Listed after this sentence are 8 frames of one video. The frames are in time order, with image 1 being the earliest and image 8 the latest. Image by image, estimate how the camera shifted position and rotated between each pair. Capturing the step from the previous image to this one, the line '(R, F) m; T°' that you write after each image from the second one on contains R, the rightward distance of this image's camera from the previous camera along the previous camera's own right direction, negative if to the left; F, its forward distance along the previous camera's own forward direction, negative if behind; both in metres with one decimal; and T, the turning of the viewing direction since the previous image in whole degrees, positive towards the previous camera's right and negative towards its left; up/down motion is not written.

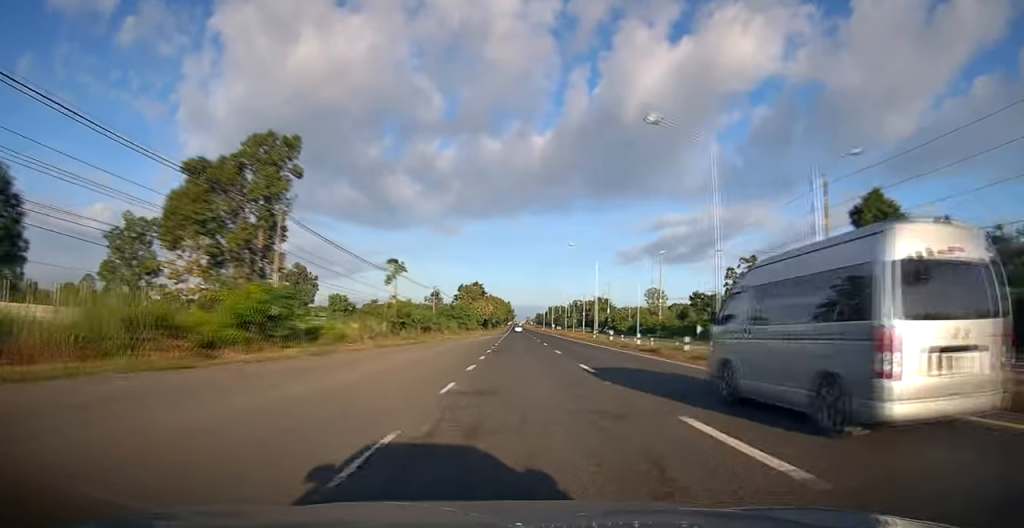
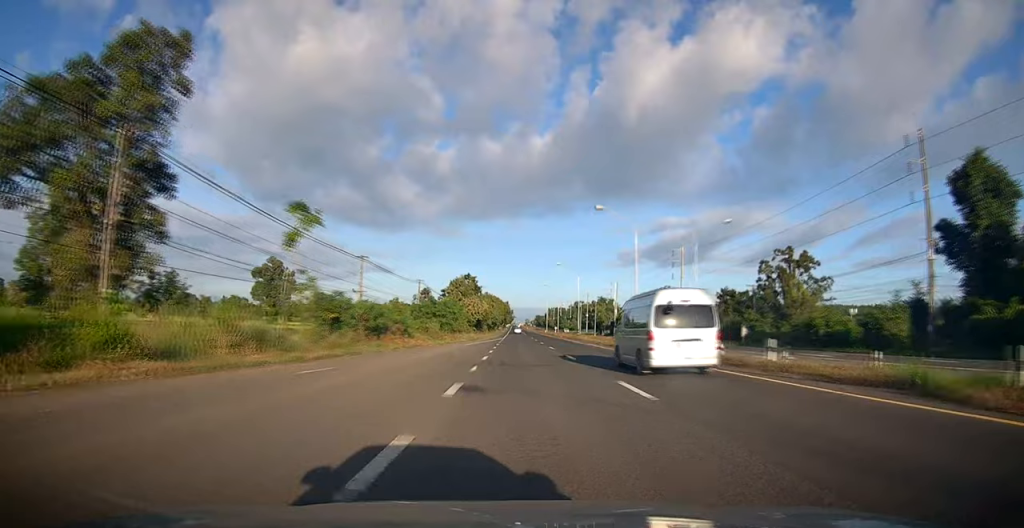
(+0.2, +18.3) m; 0°
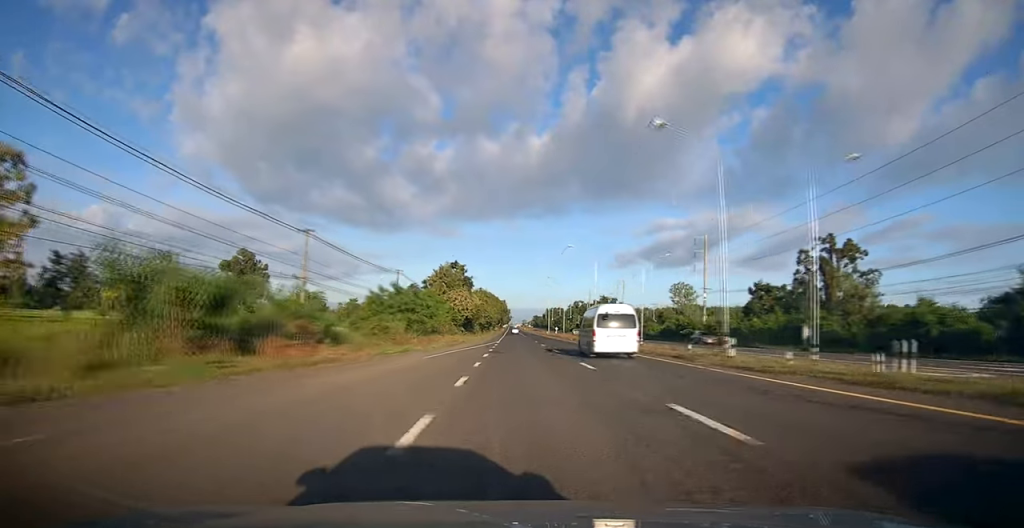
(-0.1, +16.7) m; -1°
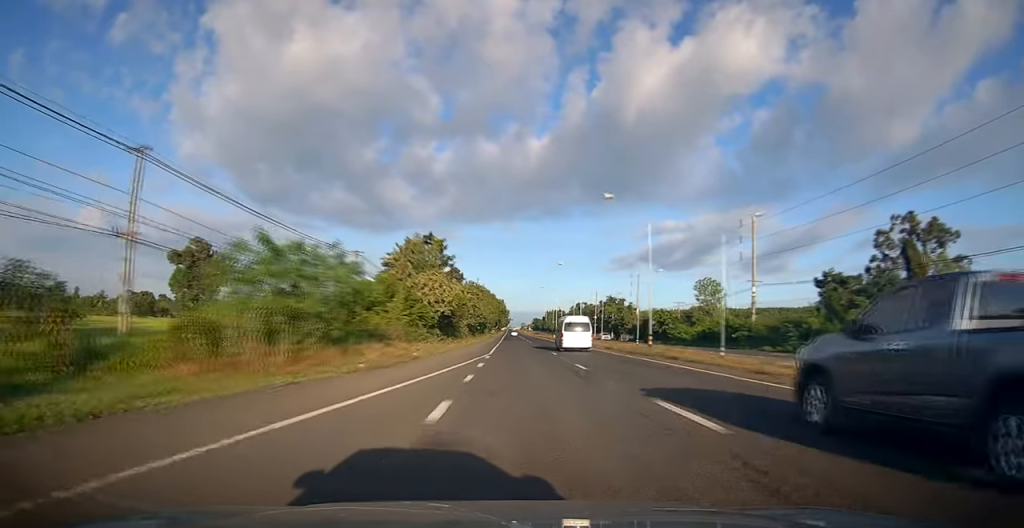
(-0.1, +22.8) m; 0°
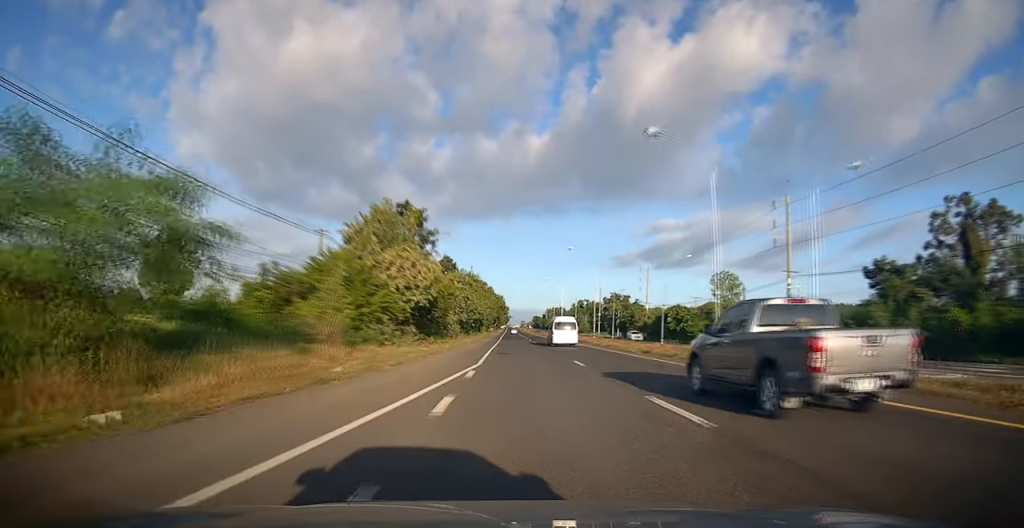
(0.0, +12.0) m; 0°
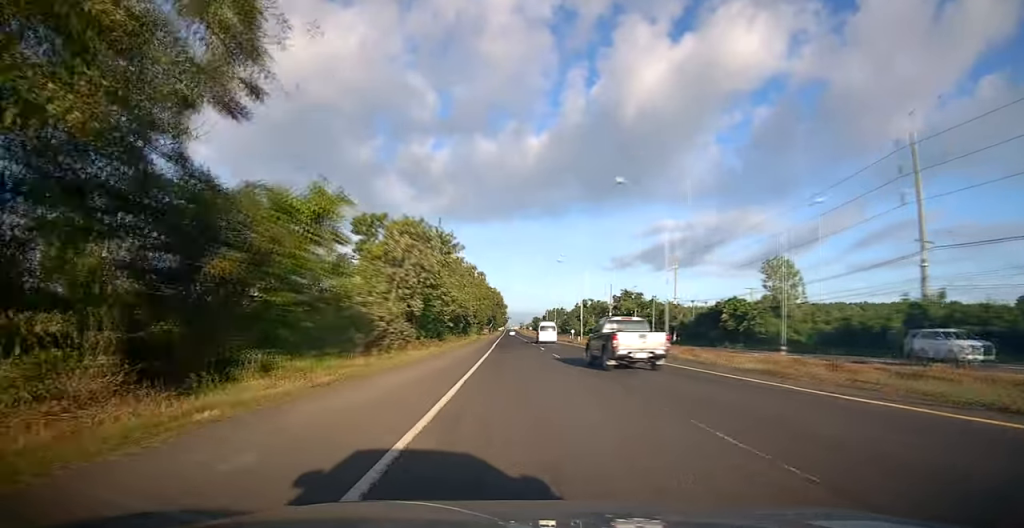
(-0.2, +27.4) m; 0°
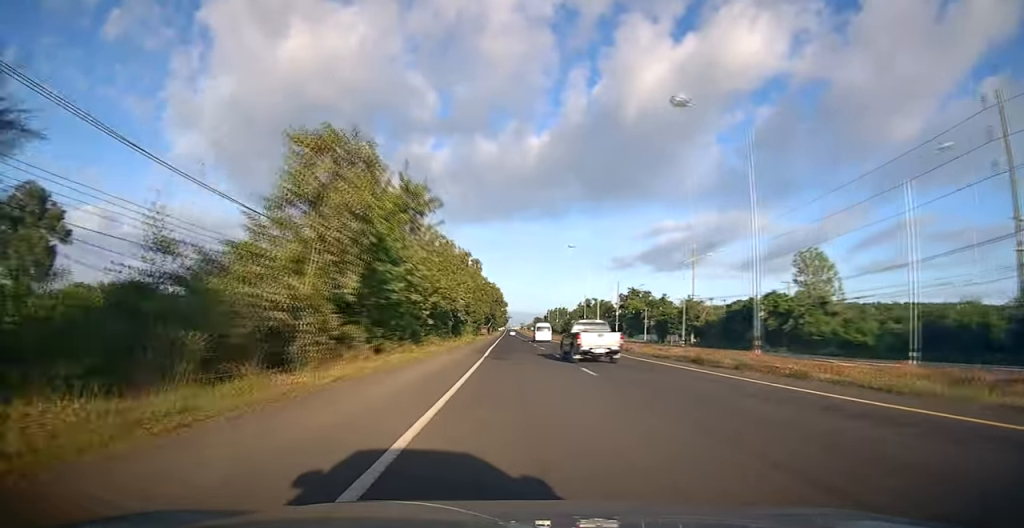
(+0.2, +11.7) m; +1°
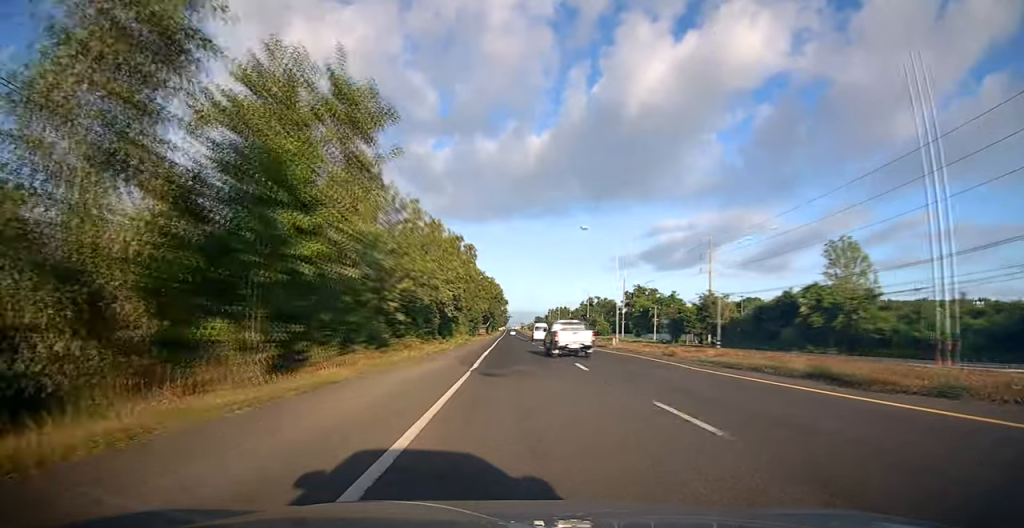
(+0.1, +9.5) m; 0°
